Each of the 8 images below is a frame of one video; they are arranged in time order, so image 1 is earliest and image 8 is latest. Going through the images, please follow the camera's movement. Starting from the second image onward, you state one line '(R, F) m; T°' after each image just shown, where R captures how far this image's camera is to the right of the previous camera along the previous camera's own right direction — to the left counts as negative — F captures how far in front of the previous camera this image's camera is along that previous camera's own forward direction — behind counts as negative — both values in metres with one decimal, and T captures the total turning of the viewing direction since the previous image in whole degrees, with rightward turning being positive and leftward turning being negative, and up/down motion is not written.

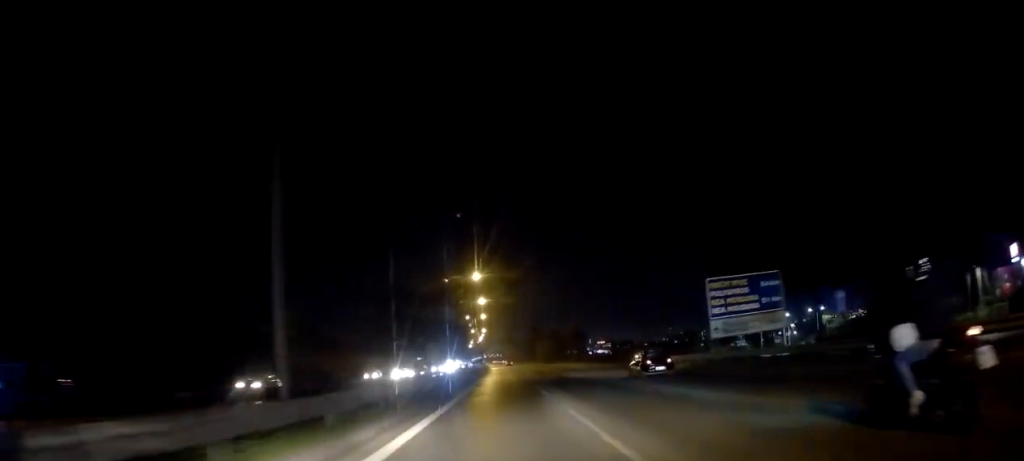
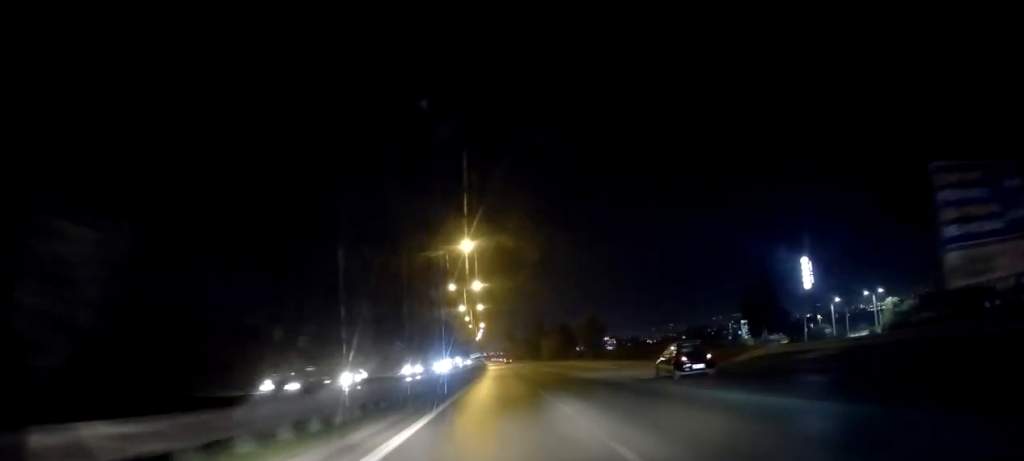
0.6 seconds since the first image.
(-0.2, +21.2) m; 0°
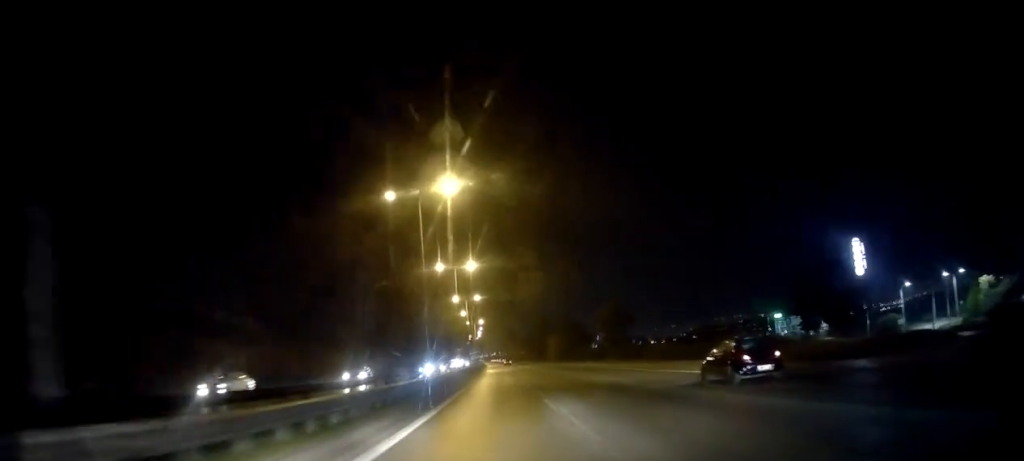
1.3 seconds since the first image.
(+0.1, +21.3) m; +1°
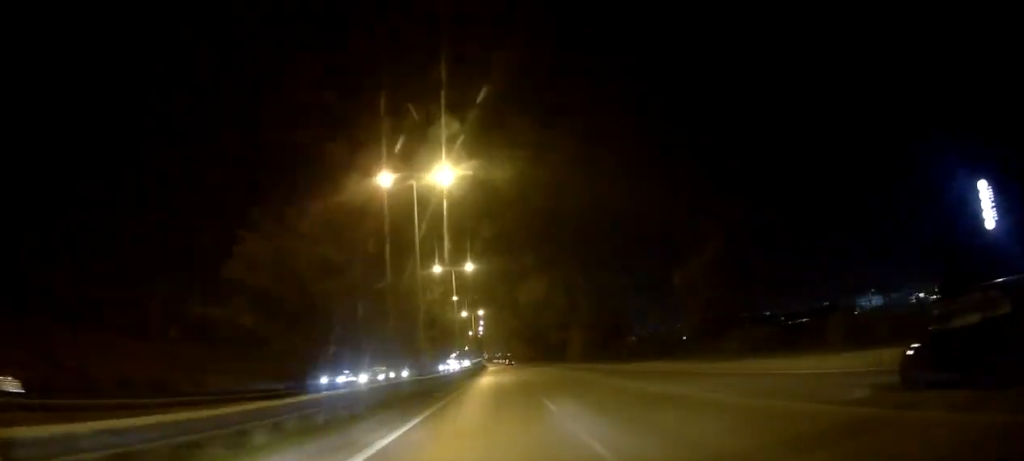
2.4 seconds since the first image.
(+0.3, +36.5) m; 0°
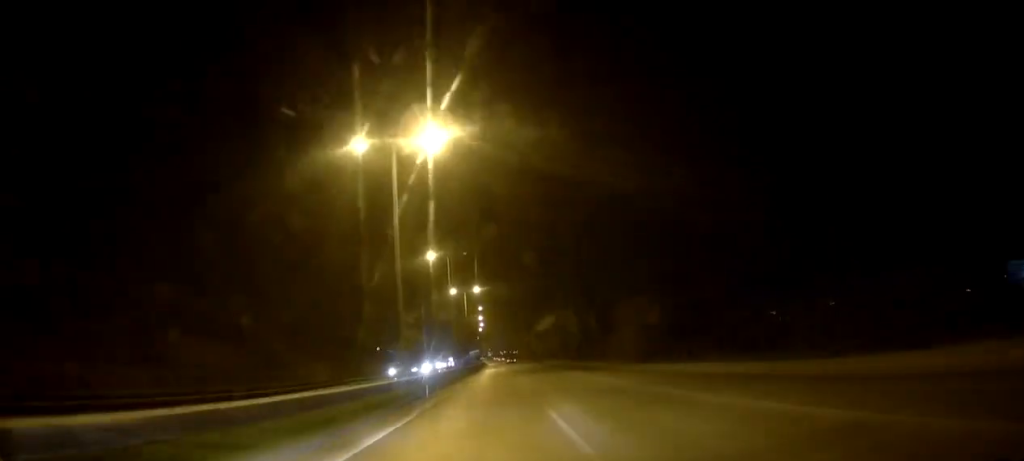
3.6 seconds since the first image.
(-0.8, +42.3) m; -1°
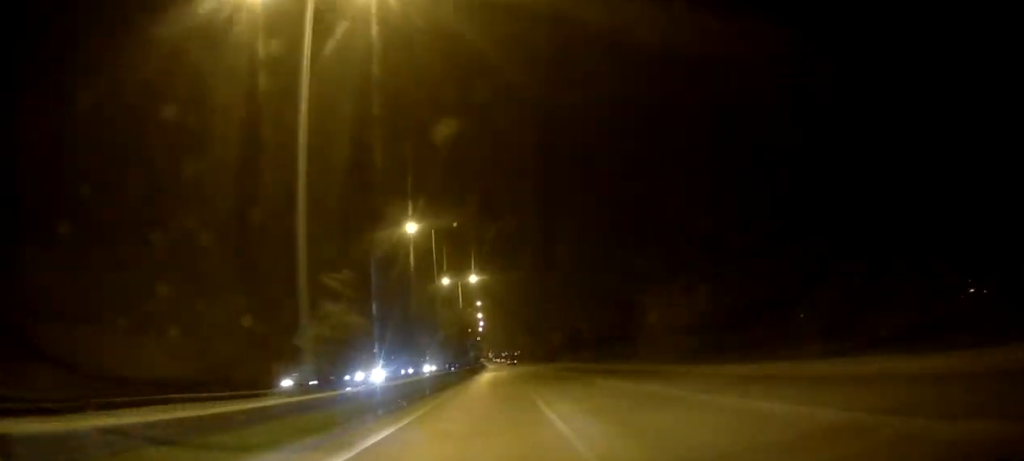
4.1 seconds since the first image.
(0.0, +15.3) m; 0°
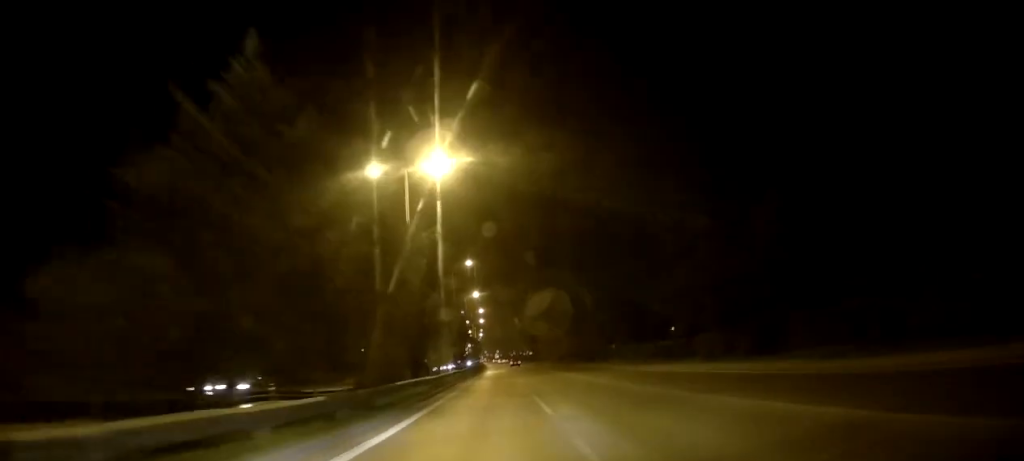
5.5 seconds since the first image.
(+0.3, +50.5) m; 0°
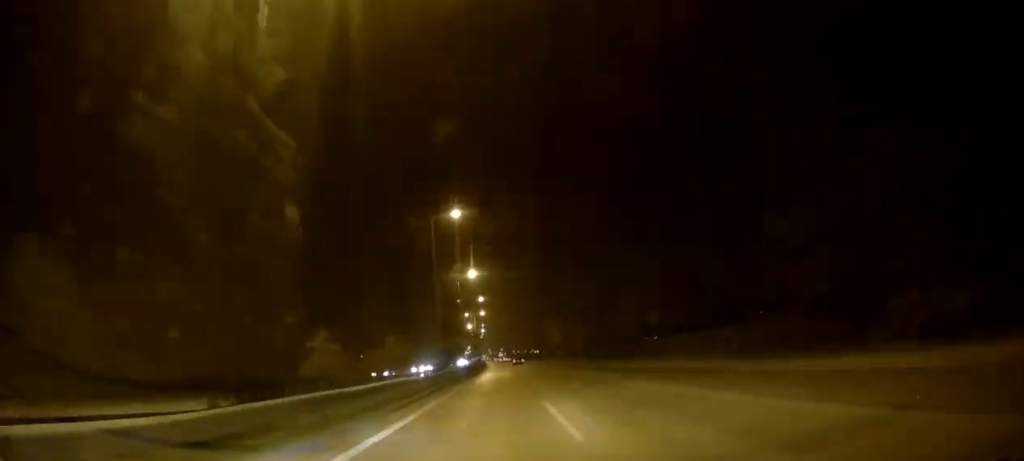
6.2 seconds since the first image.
(-0.2, +23.8) m; 0°
